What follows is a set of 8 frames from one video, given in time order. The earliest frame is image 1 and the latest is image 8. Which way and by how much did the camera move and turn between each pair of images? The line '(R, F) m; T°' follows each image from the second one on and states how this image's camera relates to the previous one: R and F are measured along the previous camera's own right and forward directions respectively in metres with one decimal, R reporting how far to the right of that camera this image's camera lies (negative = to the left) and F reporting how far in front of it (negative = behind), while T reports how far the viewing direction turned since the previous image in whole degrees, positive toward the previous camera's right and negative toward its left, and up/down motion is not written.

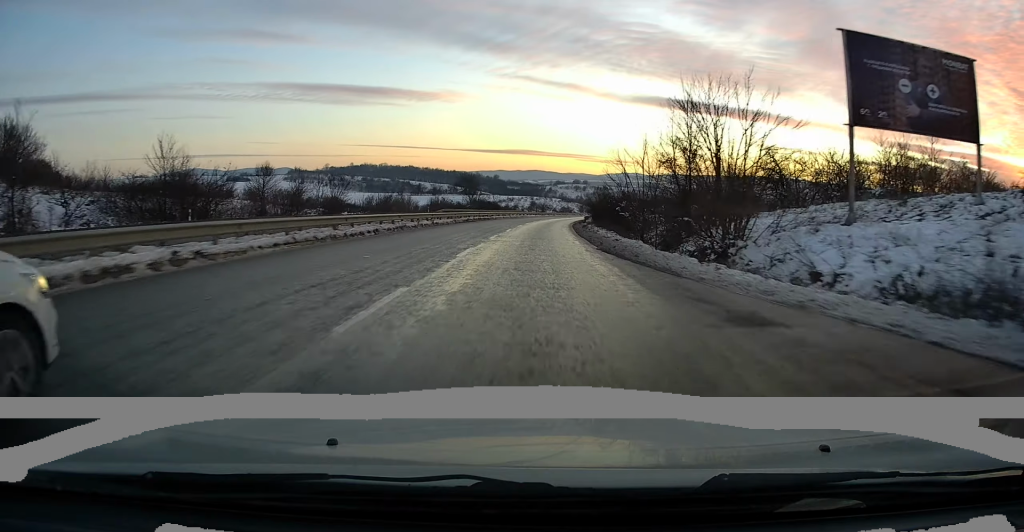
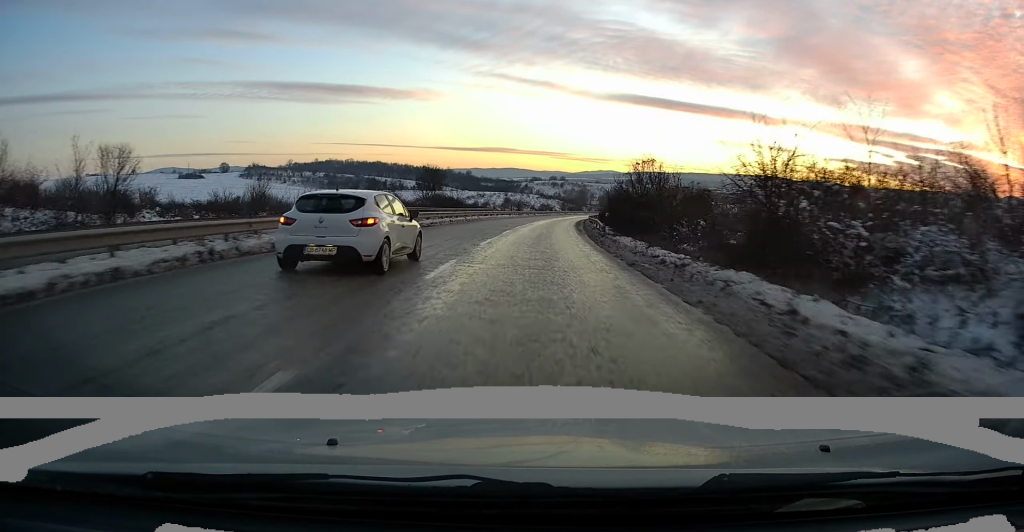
(+0.7, +31.3) m; +3°
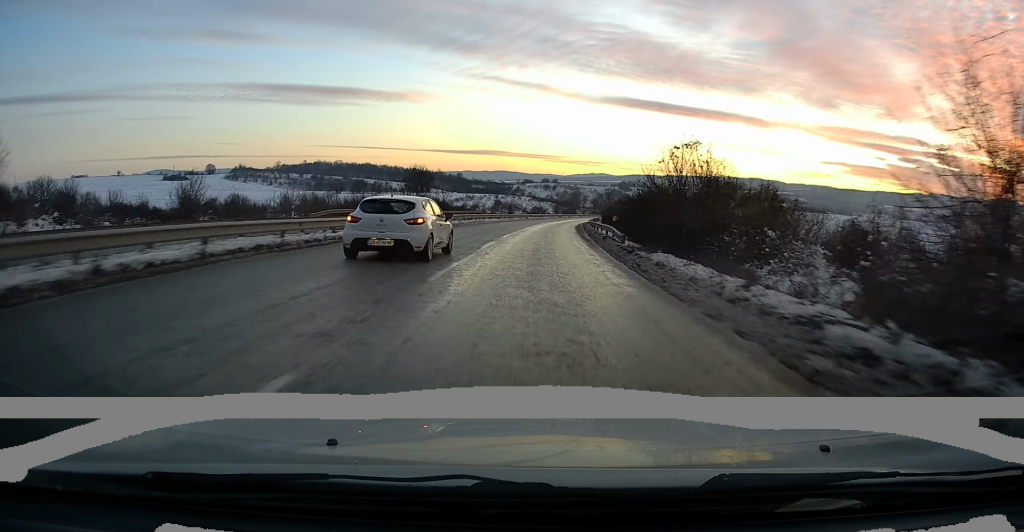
(0.0, +8.9) m; +1°
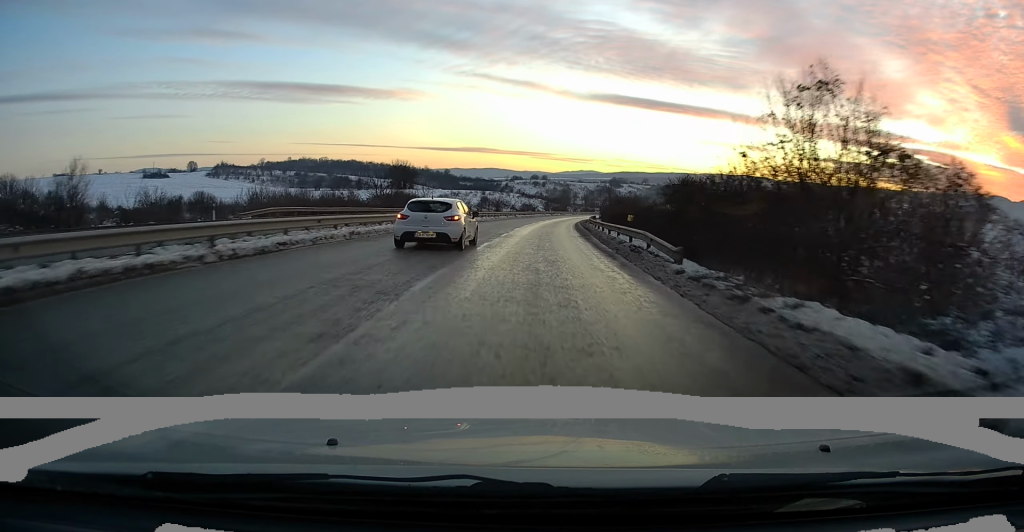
(+0.1, +10.3) m; +1°
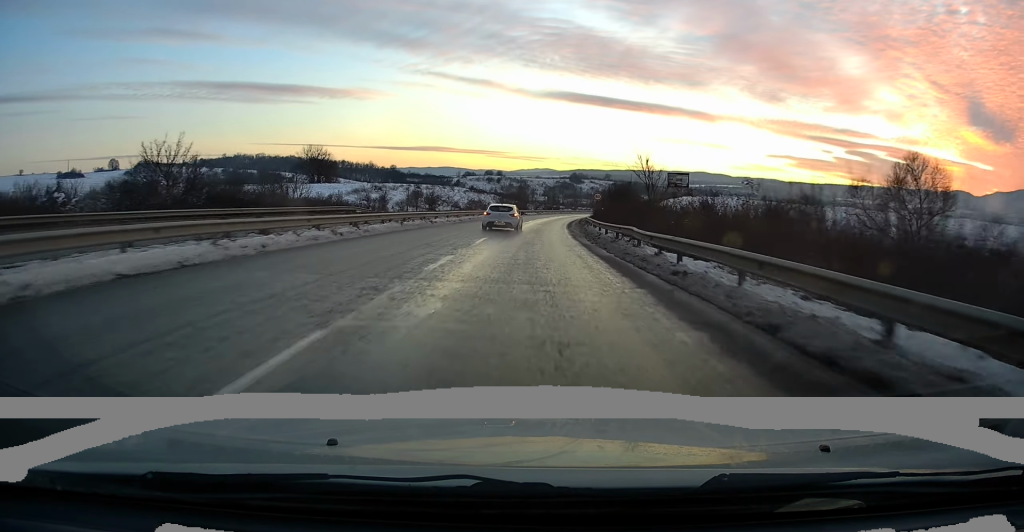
(+1.3, +41.5) m; +4°
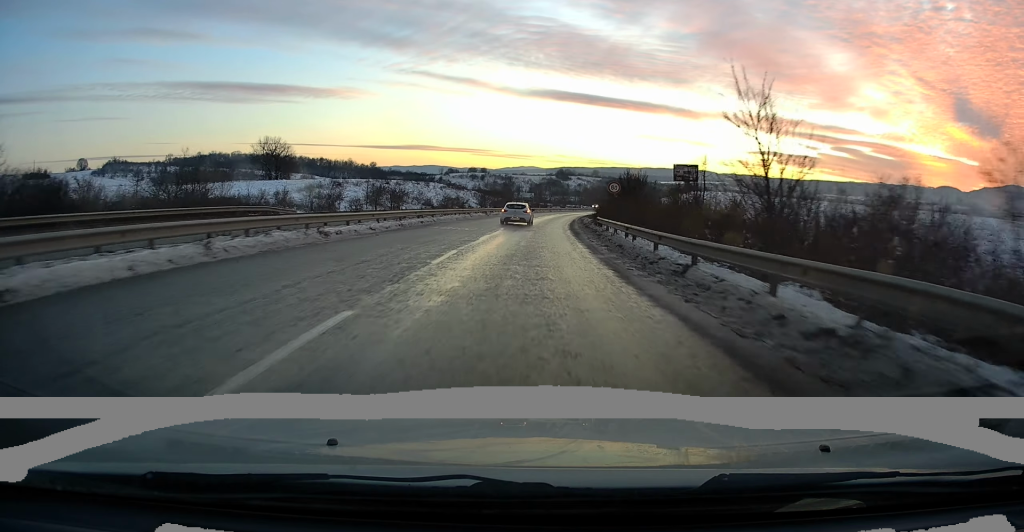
(+0.2, +16.9) m; +1°
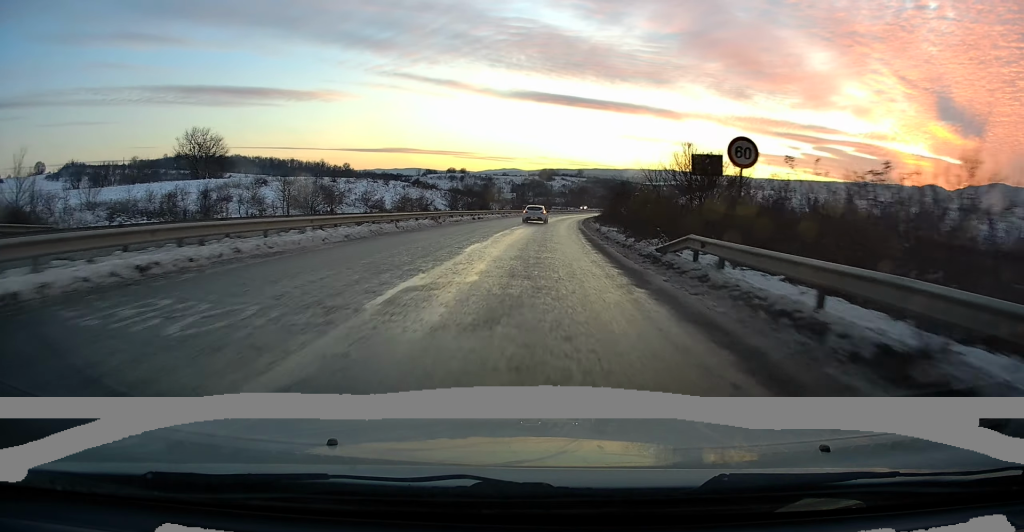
(+0.4, +23.2) m; +2°
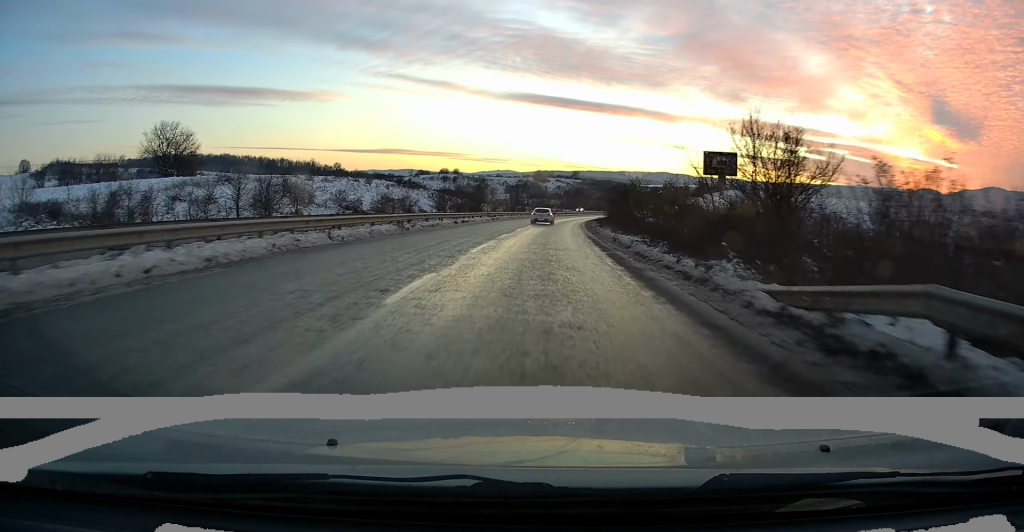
(+0.2, +8.5) m; 0°
